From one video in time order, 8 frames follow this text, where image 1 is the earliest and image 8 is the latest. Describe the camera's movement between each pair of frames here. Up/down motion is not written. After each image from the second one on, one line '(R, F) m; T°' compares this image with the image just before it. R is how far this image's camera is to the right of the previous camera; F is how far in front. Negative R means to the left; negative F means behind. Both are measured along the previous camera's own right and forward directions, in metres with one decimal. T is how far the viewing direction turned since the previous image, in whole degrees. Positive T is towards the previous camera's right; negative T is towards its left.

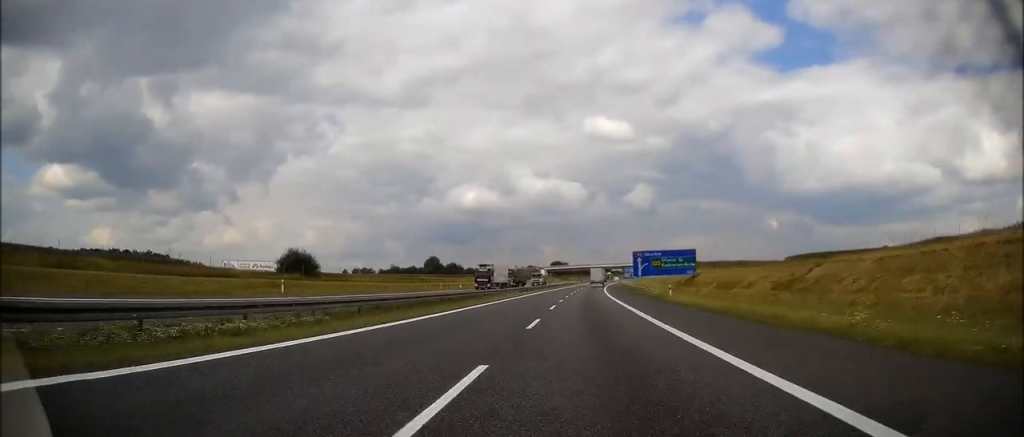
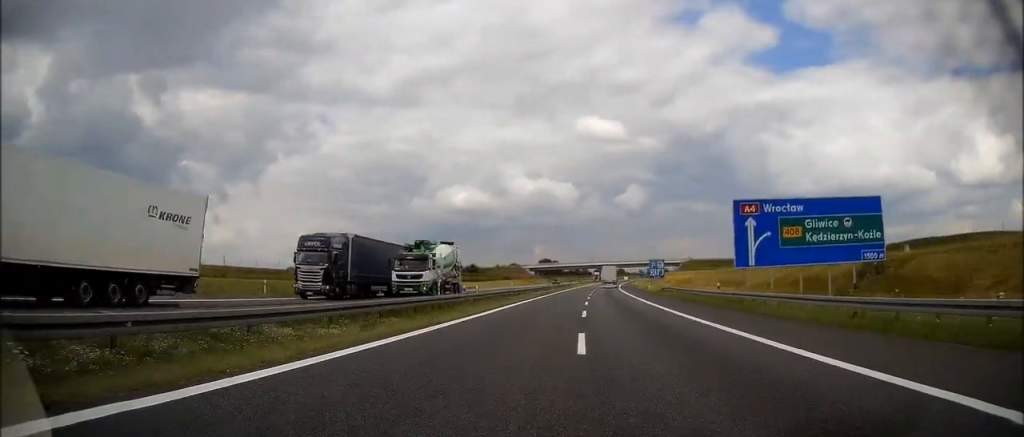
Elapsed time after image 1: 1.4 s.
(+0.3, +53.1) m; +1°
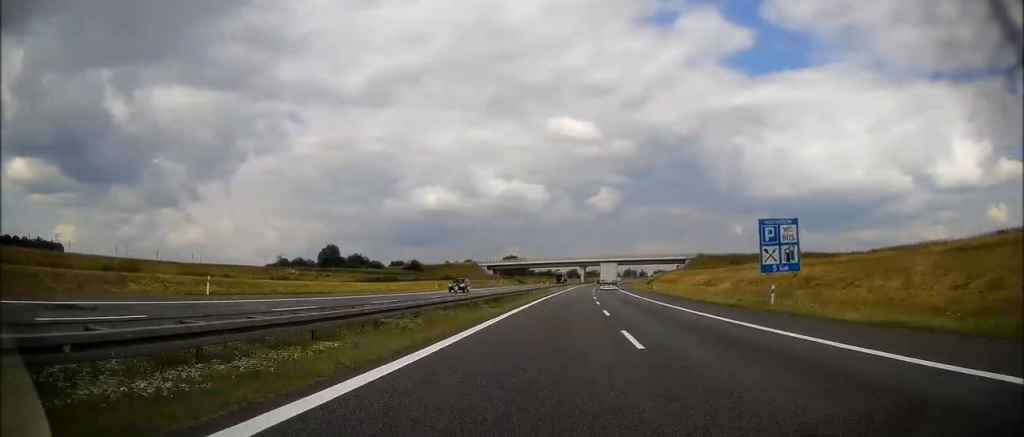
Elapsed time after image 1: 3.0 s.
(+0.9, +59.2) m; +3°
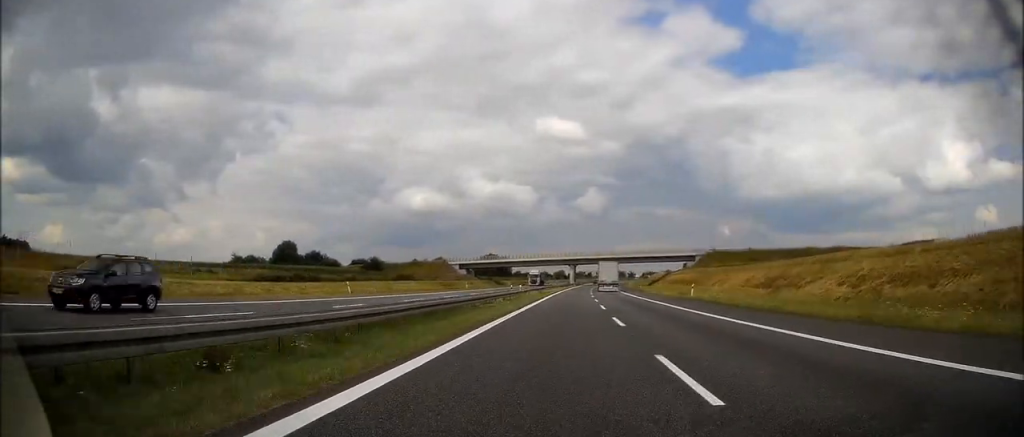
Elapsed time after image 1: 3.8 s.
(+0.4, +29.6) m; +1°
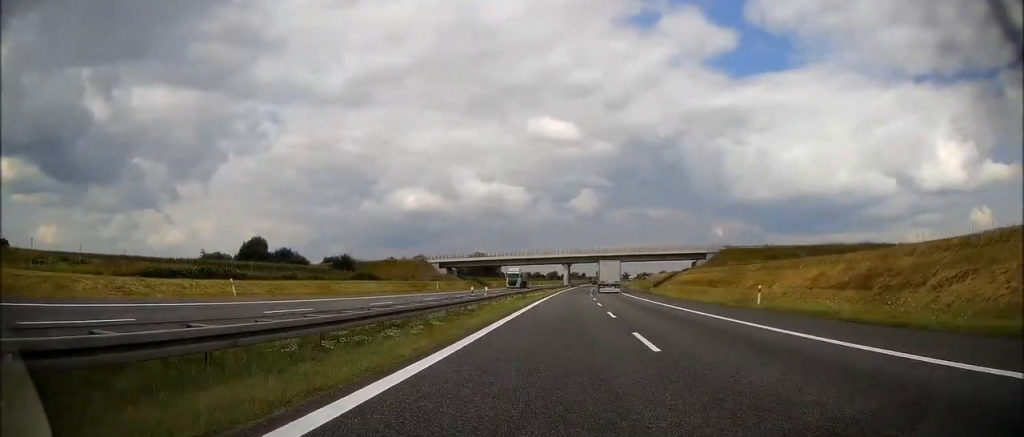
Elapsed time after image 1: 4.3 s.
(+0.2, +18.5) m; +1°
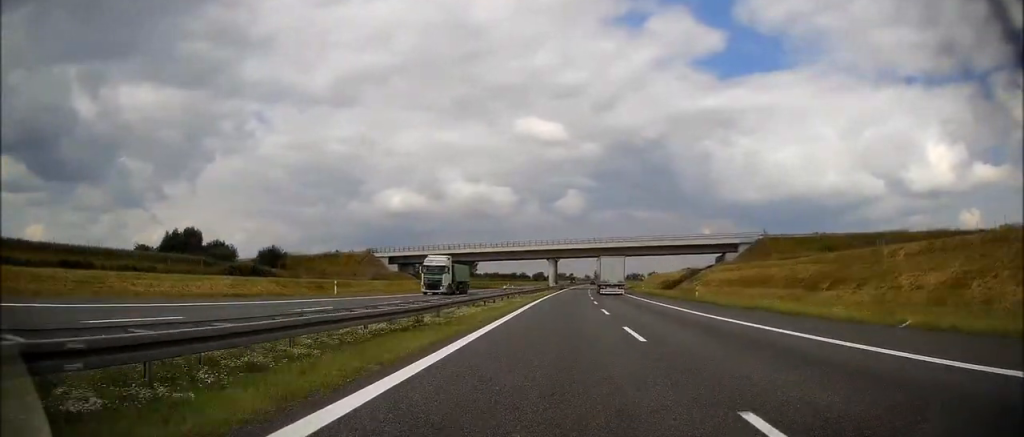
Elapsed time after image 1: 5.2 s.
(+0.4, +33.3) m; +1°
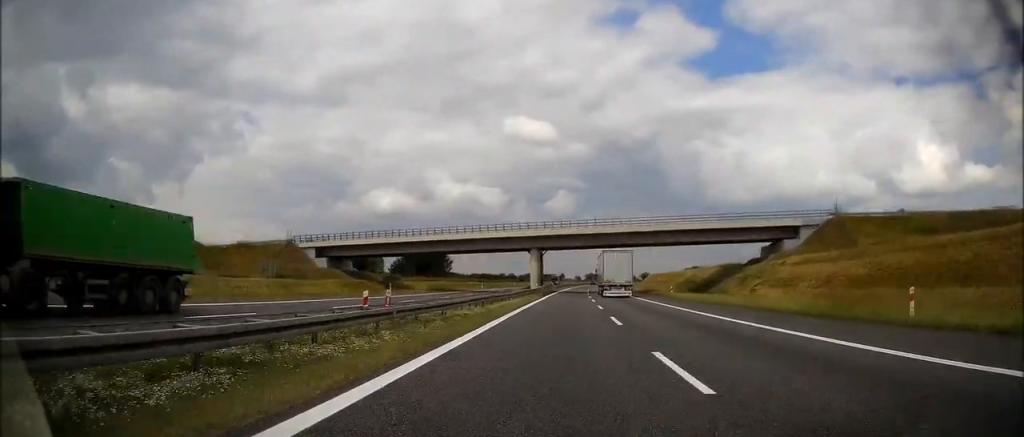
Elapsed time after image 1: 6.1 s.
(+0.3, +30.9) m; +1°
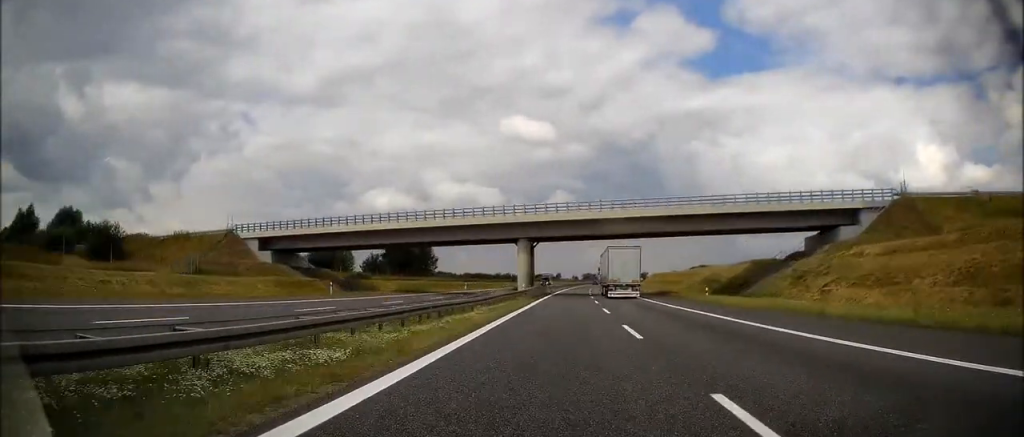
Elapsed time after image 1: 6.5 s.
(+0.2, +16.1) m; 0°
